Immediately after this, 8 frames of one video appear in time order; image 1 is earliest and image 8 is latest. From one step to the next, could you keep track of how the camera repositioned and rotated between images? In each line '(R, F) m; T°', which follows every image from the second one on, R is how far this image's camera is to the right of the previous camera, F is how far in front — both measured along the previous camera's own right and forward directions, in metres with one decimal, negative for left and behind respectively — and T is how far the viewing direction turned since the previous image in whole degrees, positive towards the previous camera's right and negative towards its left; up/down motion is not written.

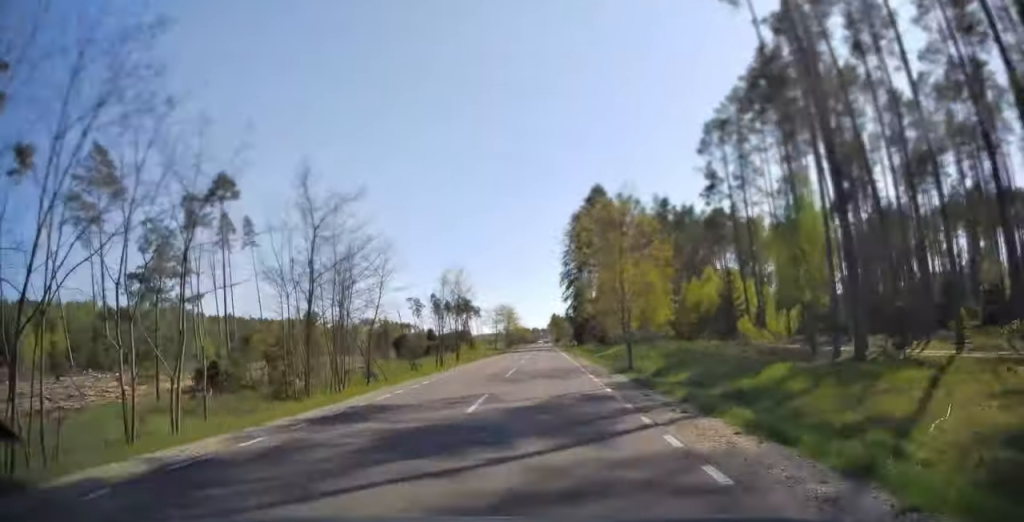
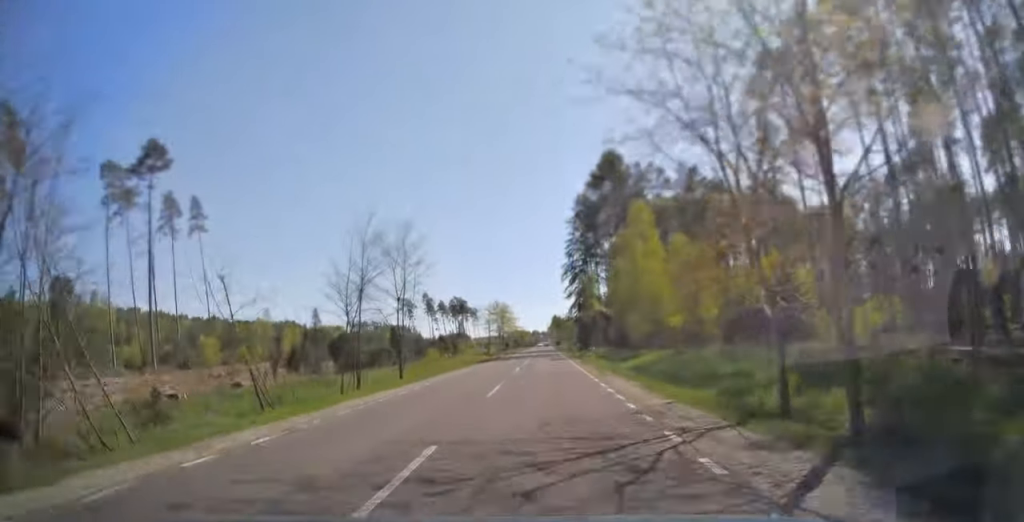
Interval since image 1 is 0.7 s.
(0.0, +19.2) m; 0°
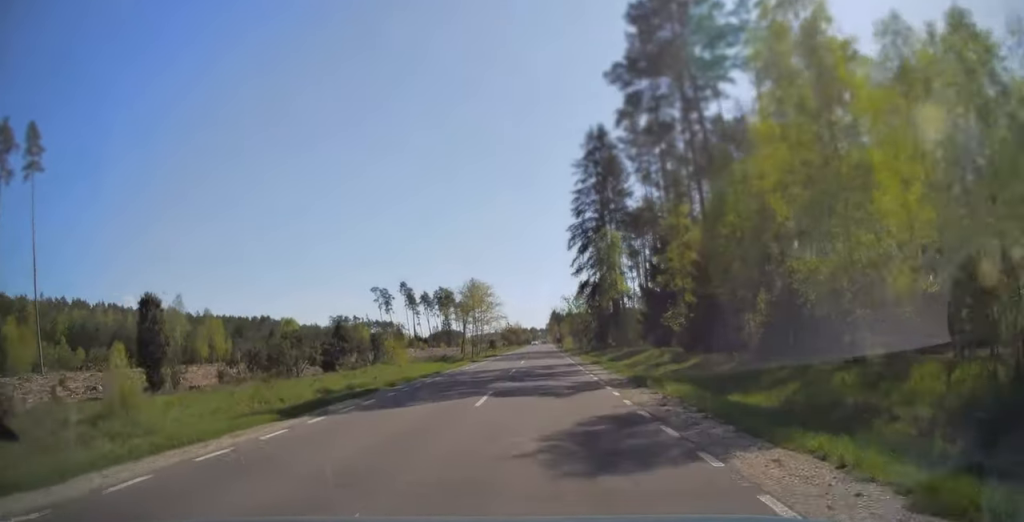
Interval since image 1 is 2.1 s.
(+0.1, +38.9) m; 0°
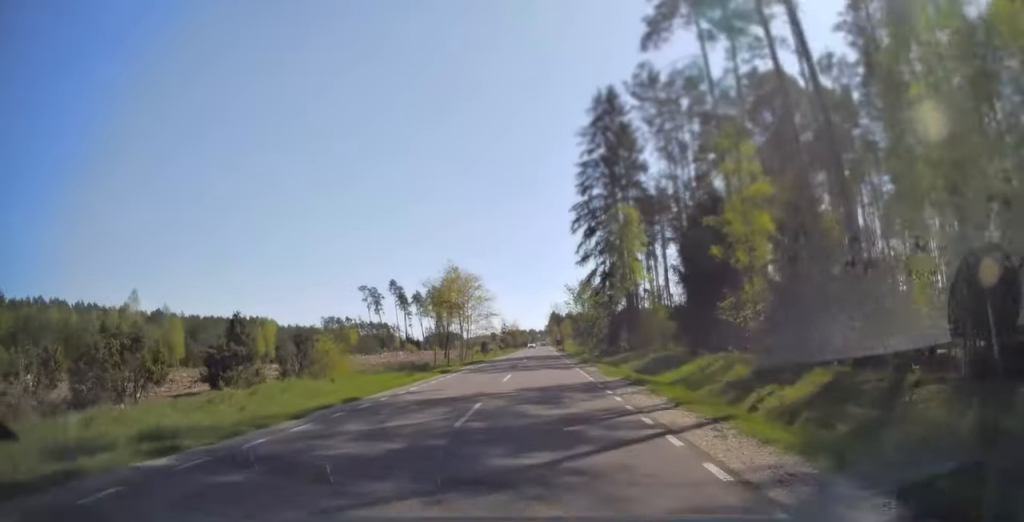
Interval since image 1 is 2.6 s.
(0.0, +14.2) m; 0°
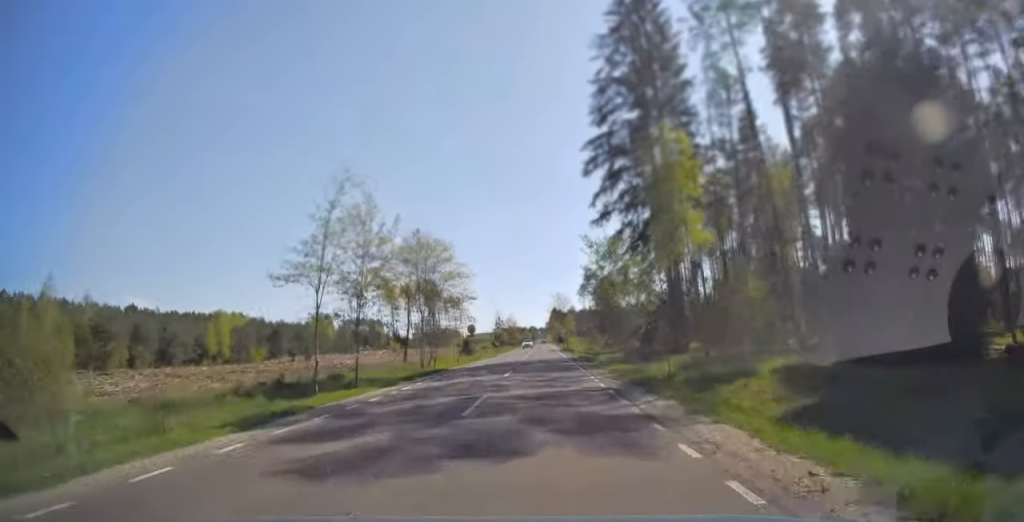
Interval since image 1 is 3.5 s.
(0.0, +22.4) m; 0°
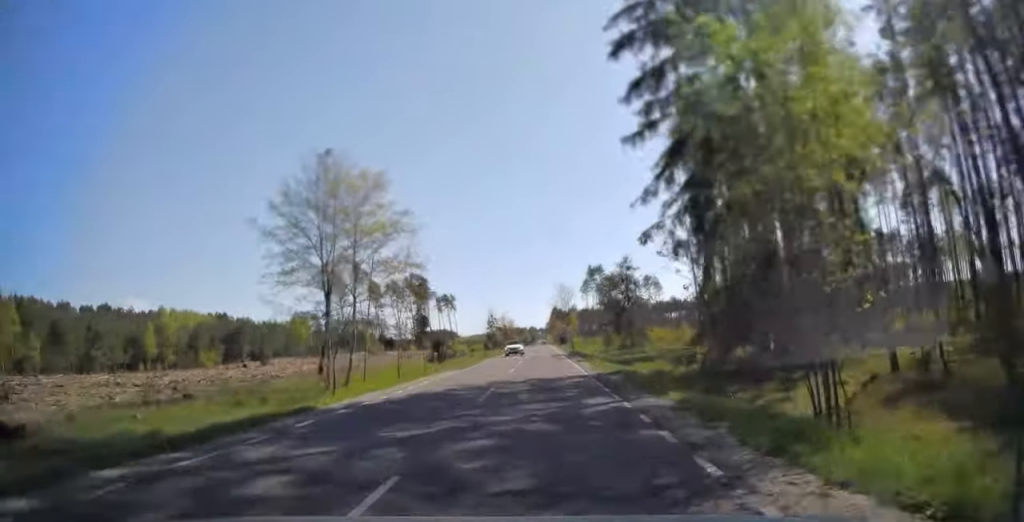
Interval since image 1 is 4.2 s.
(0.0, +20.6) m; 0°
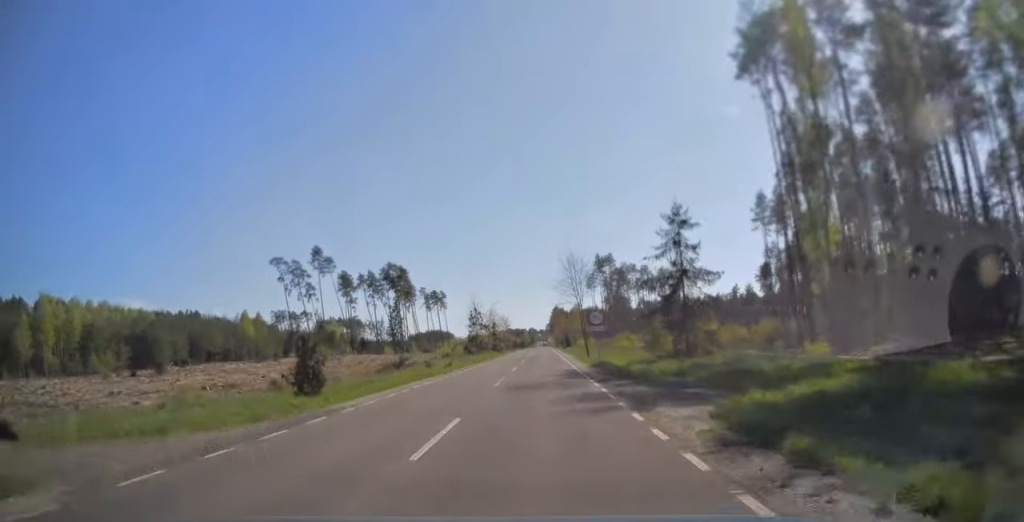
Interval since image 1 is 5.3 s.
(+0.1, +30.6) m; 0°
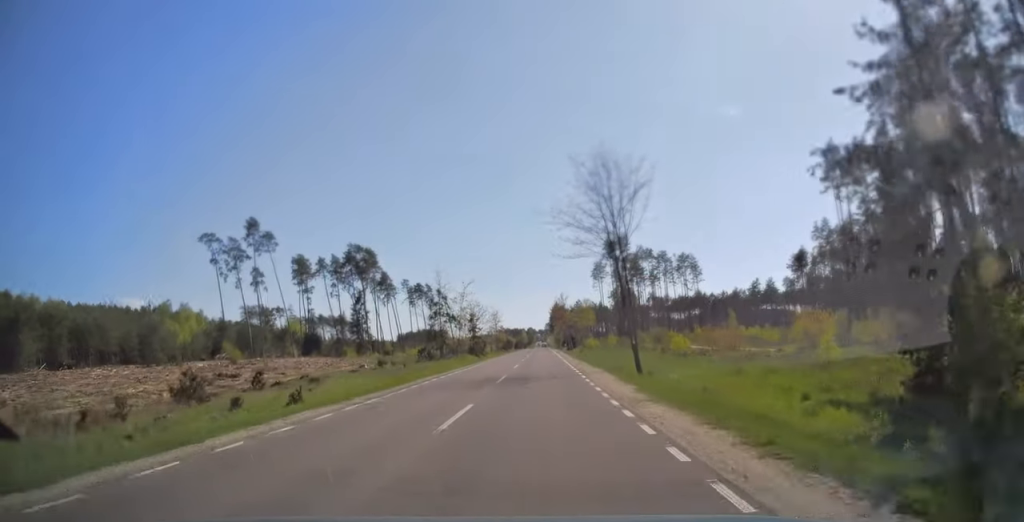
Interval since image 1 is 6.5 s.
(0.0, +32.9) m; 0°
